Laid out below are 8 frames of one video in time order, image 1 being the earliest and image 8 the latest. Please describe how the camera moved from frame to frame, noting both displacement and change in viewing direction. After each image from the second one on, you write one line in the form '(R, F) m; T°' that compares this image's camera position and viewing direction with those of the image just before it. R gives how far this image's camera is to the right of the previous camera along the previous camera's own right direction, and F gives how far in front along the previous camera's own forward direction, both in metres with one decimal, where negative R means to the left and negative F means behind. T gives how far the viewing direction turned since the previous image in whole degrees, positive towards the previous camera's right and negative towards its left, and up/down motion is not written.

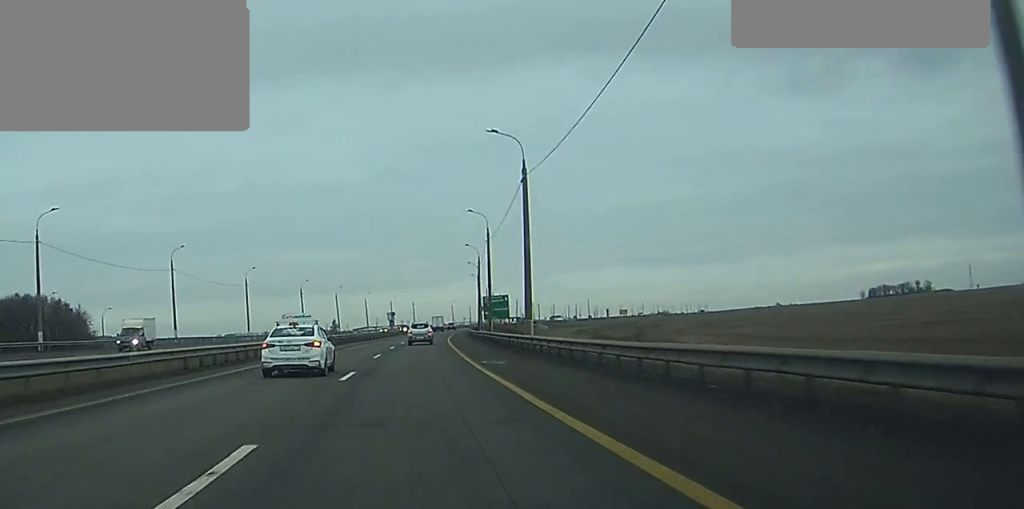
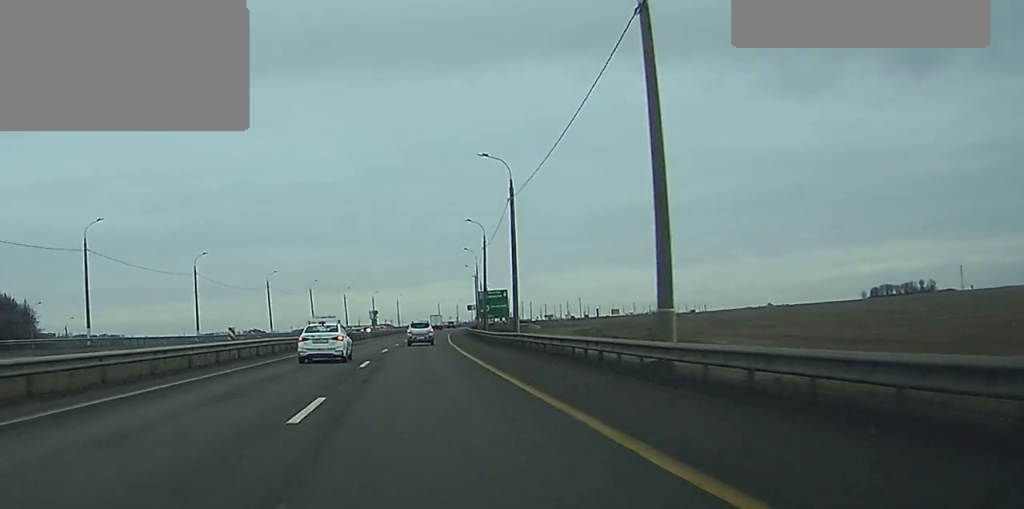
(+0.4, +25.9) m; +1°
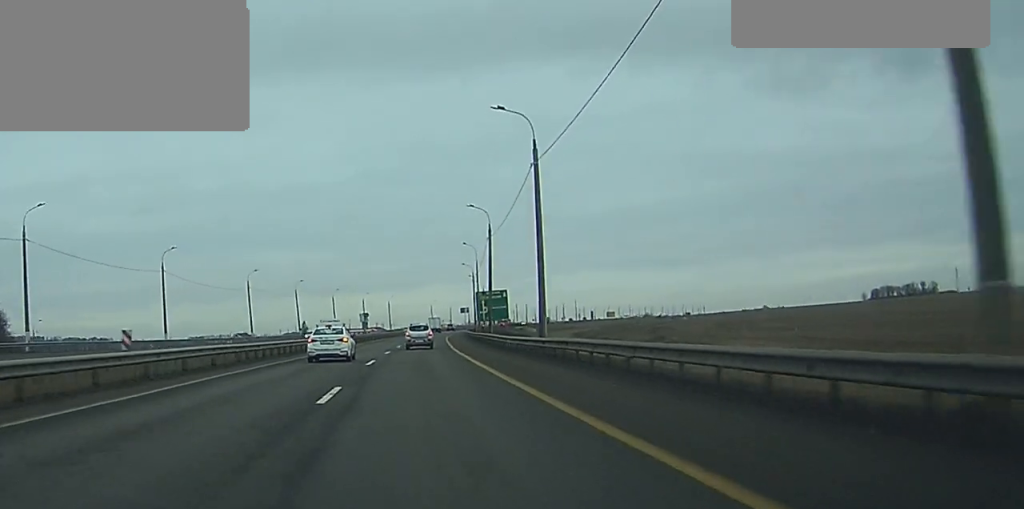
(+0.1, +12.4) m; +1°
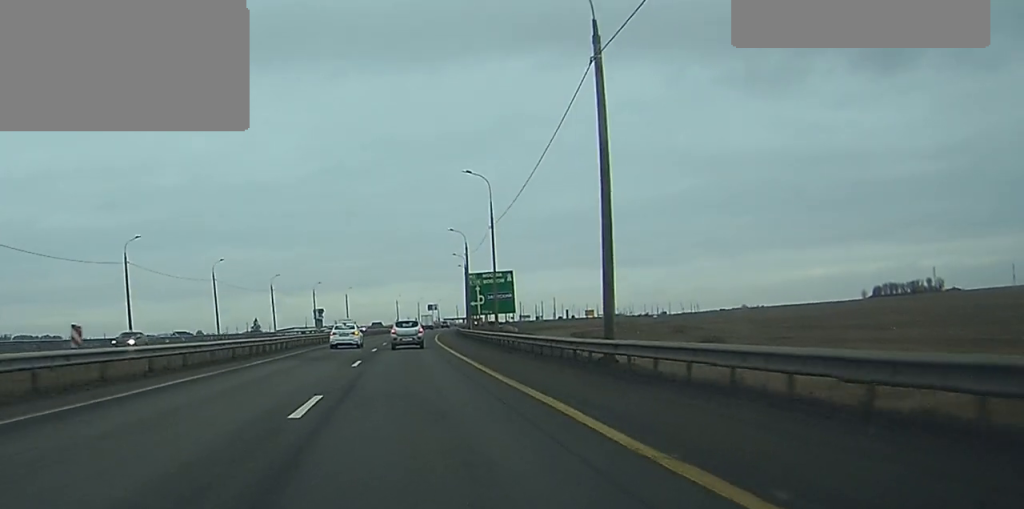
(+1.2, +50.3) m; +3°
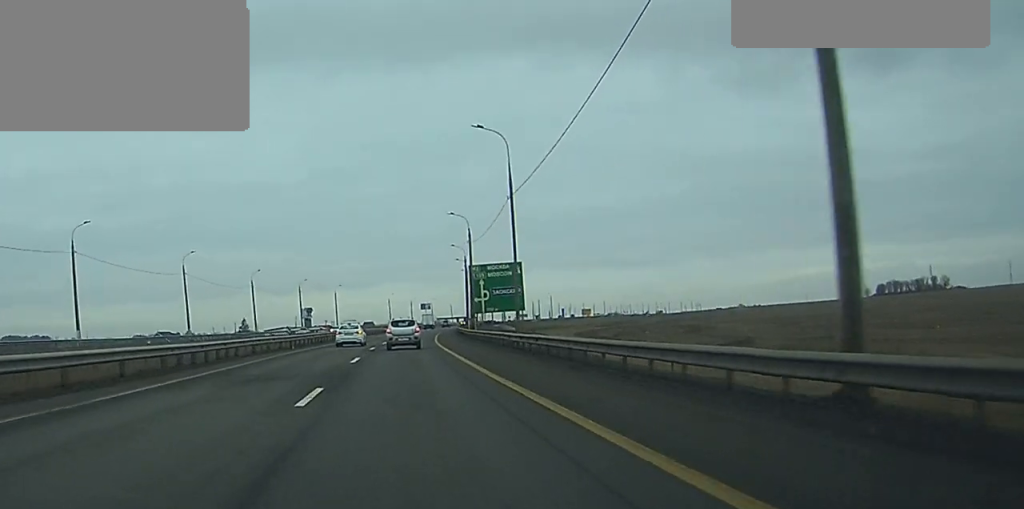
(+0.1, +14.0) m; 0°
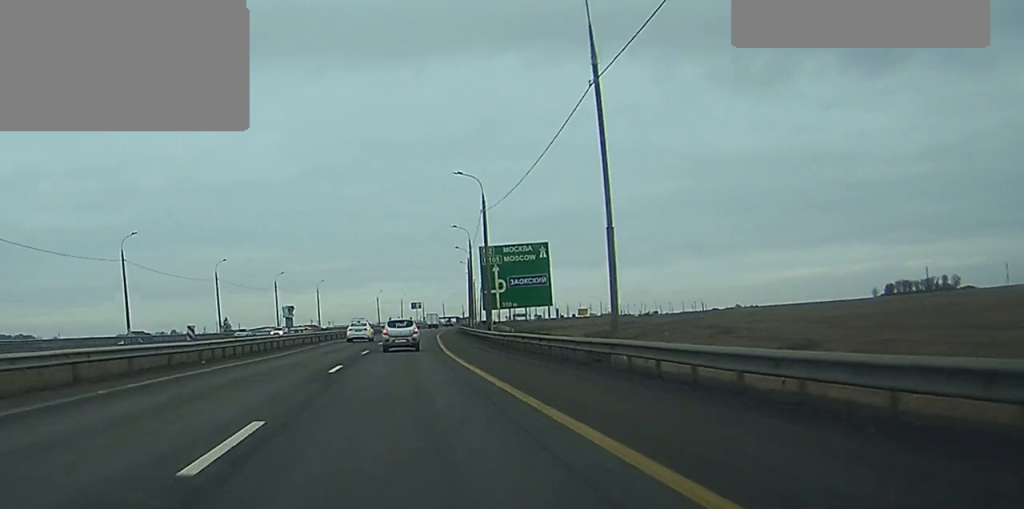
(+0.1, +22.5) m; 0°
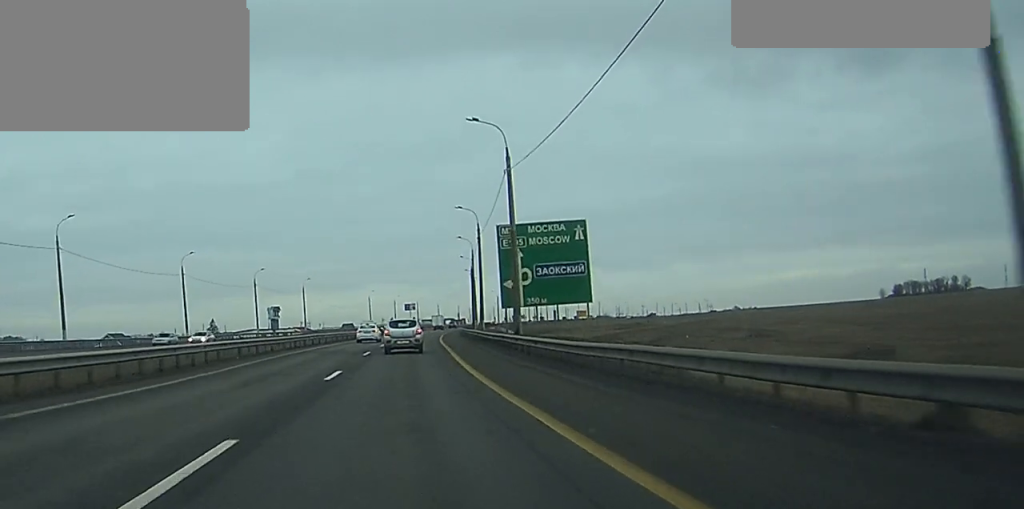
(0.0, +17.0) m; 0°
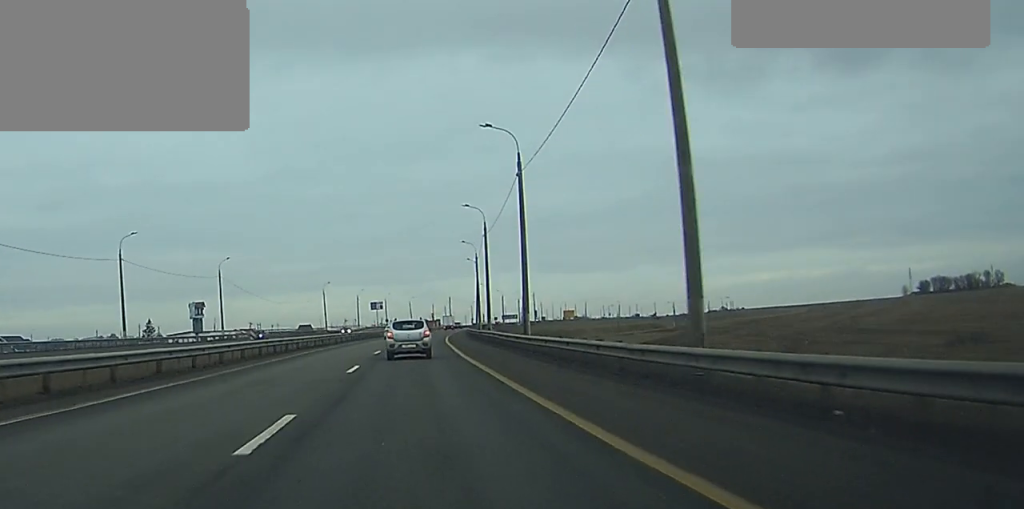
(+1.0, +60.3) m; +3°
